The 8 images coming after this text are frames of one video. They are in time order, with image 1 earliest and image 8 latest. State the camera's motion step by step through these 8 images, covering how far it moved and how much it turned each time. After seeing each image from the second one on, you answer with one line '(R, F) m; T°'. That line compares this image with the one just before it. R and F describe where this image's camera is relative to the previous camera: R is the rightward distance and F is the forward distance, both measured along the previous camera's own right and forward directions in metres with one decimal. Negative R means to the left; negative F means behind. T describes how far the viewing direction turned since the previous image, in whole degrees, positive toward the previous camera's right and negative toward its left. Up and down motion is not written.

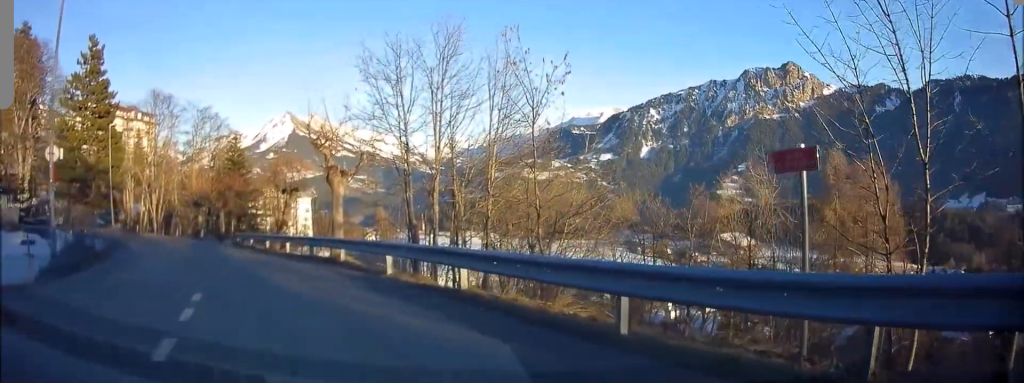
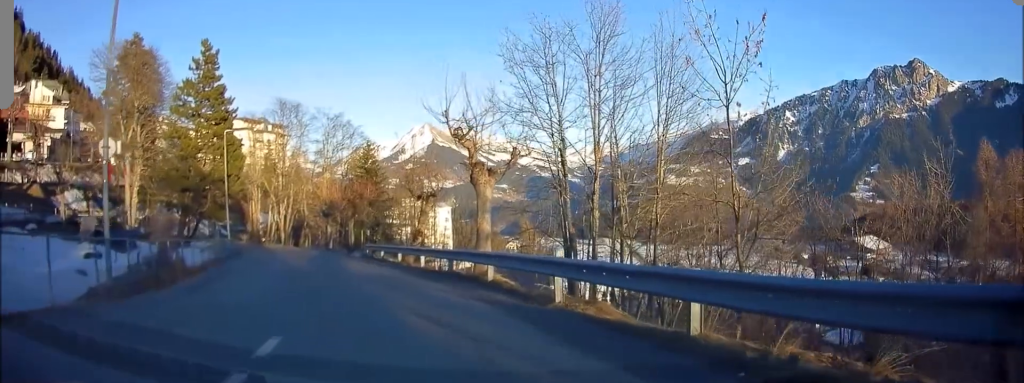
(-0.8, +3.5) m; -13°
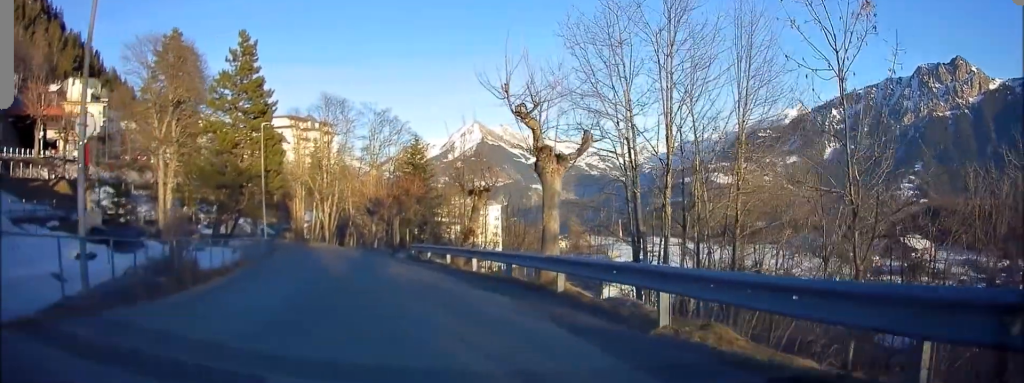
(0.0, +2.5) m; 0°
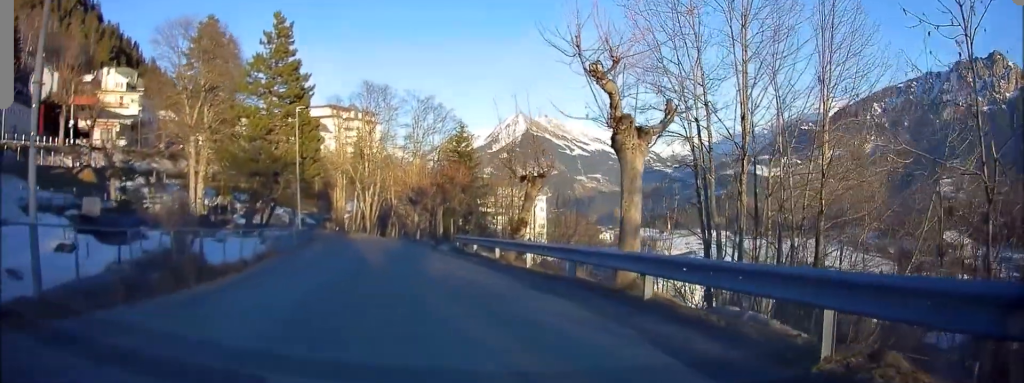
(0.0, +2.4) m; -1°
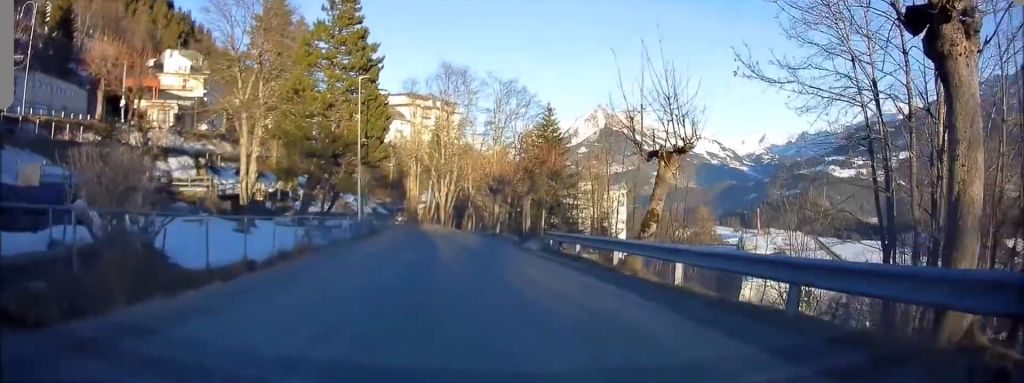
(-0.3, +5.7) m; -7°
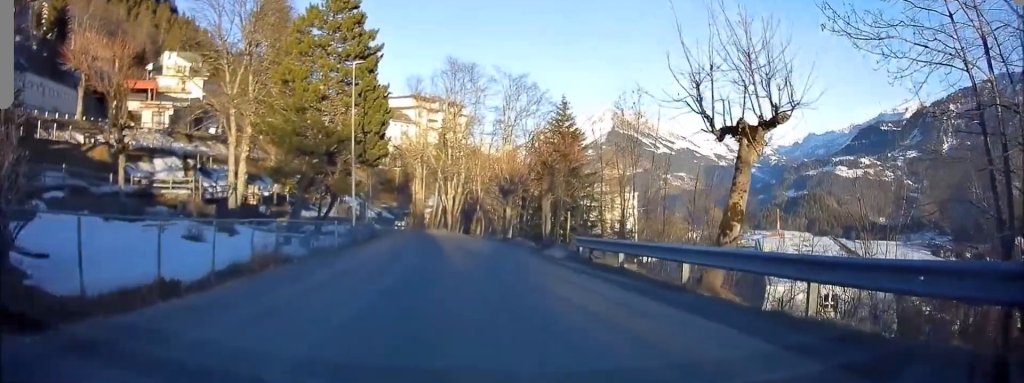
(-0.1, +4.0) m; 0°
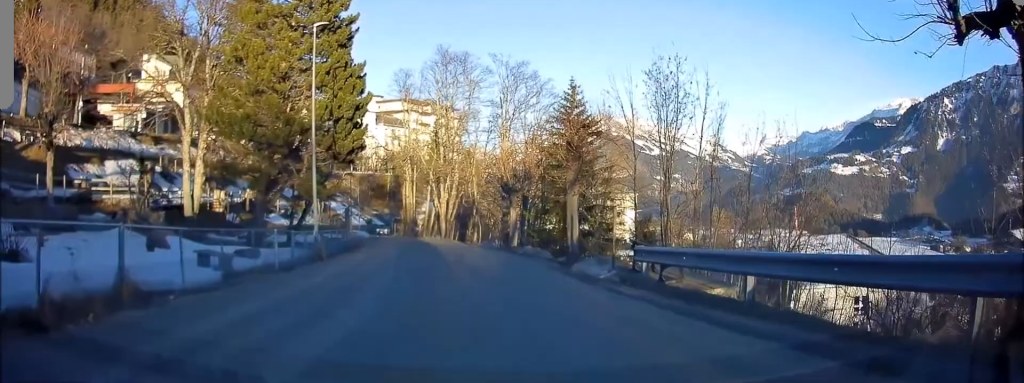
(+0.2, +6.5) m; +2°
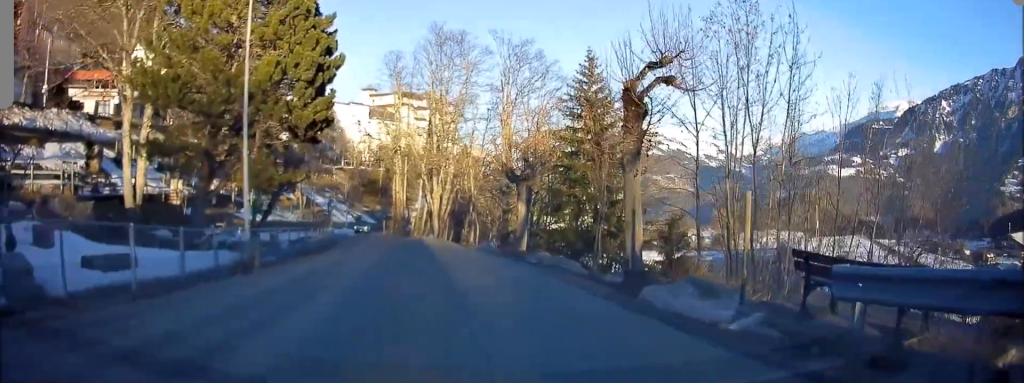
(-0.2, +6.7) m; -5°
